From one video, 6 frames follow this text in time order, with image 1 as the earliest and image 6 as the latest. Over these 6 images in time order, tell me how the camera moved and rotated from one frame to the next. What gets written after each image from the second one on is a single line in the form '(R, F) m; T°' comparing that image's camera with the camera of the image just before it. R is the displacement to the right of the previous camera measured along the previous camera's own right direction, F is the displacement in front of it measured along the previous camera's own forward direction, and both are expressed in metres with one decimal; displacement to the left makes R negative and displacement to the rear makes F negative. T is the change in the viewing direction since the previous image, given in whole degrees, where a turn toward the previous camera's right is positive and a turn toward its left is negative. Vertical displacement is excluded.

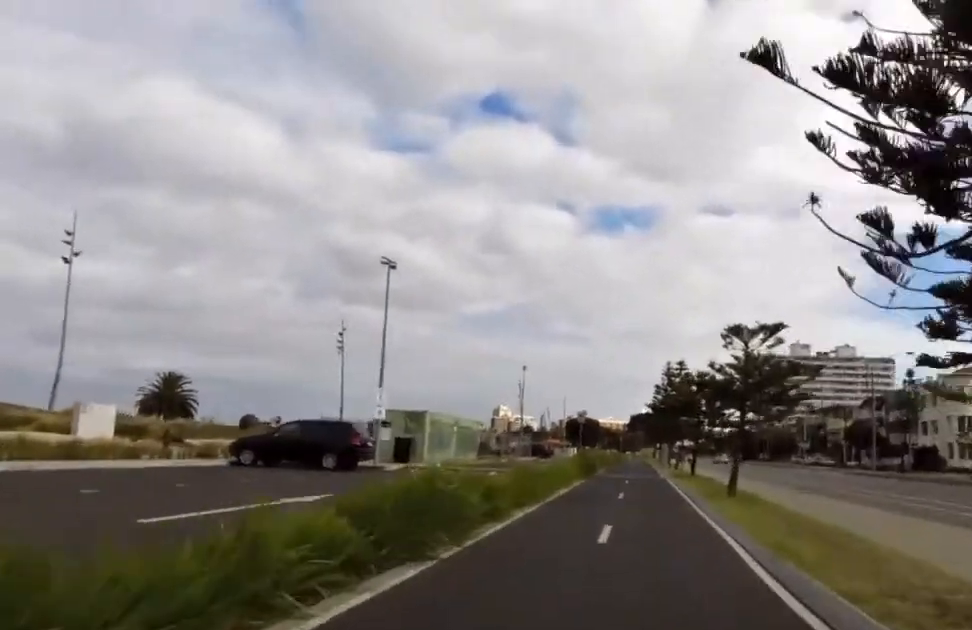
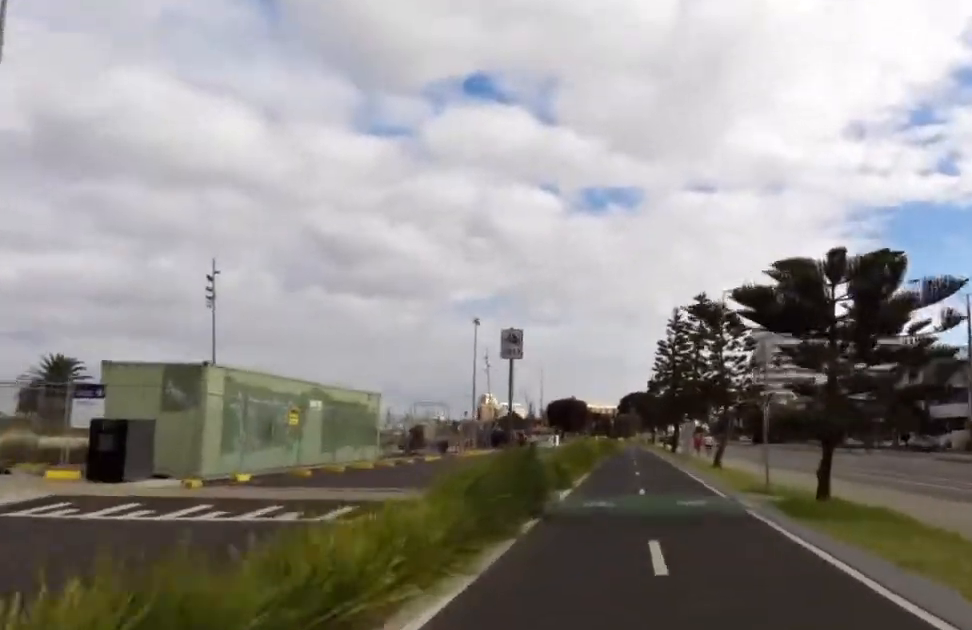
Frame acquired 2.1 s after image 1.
(-0.8, +19.0) m; -1°
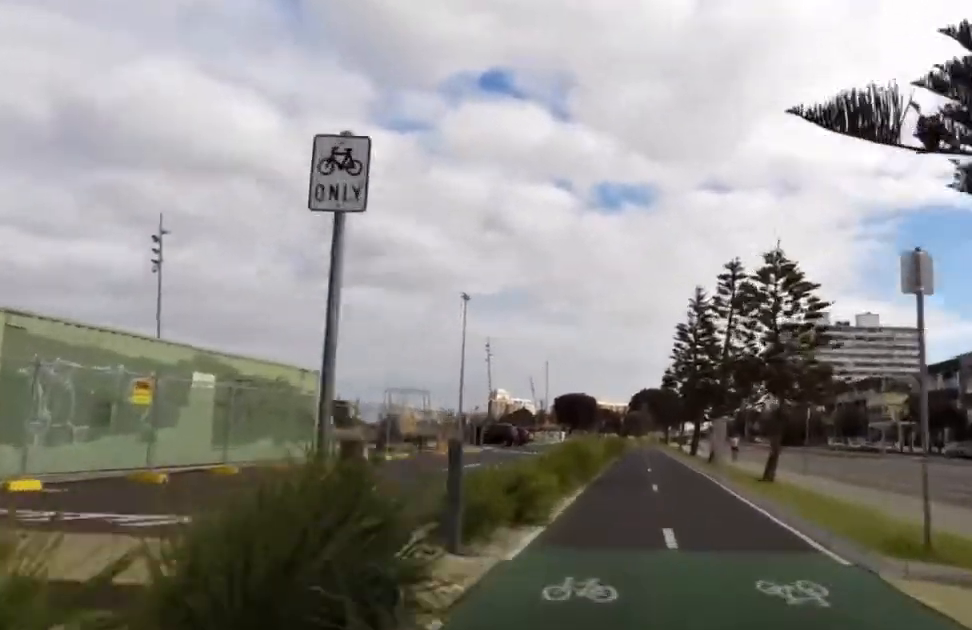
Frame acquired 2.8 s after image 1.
(+0.1, +7.1) m; +3°
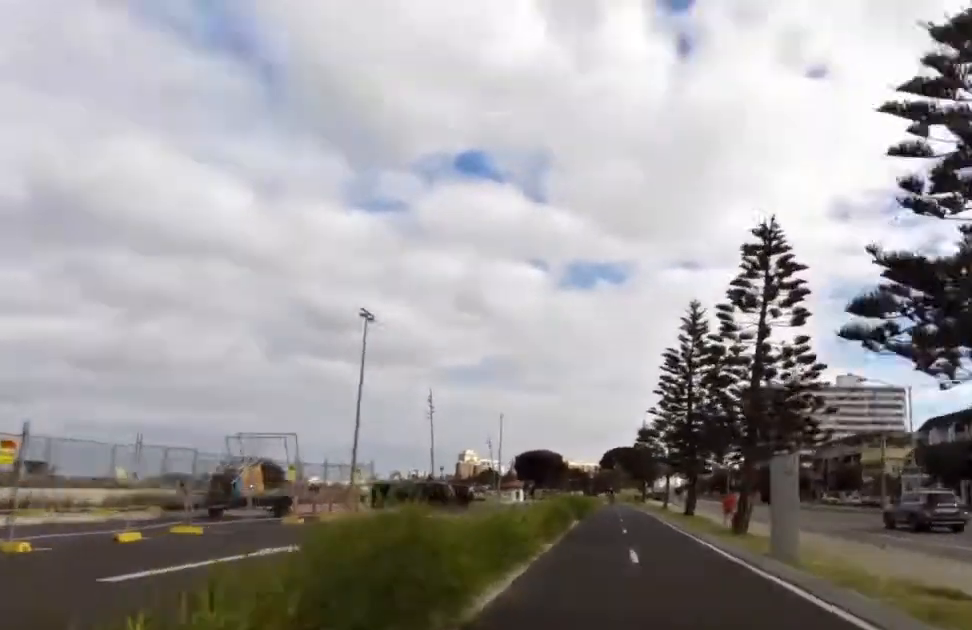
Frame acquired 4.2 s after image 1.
(+0.6, +12.3) m; -1°
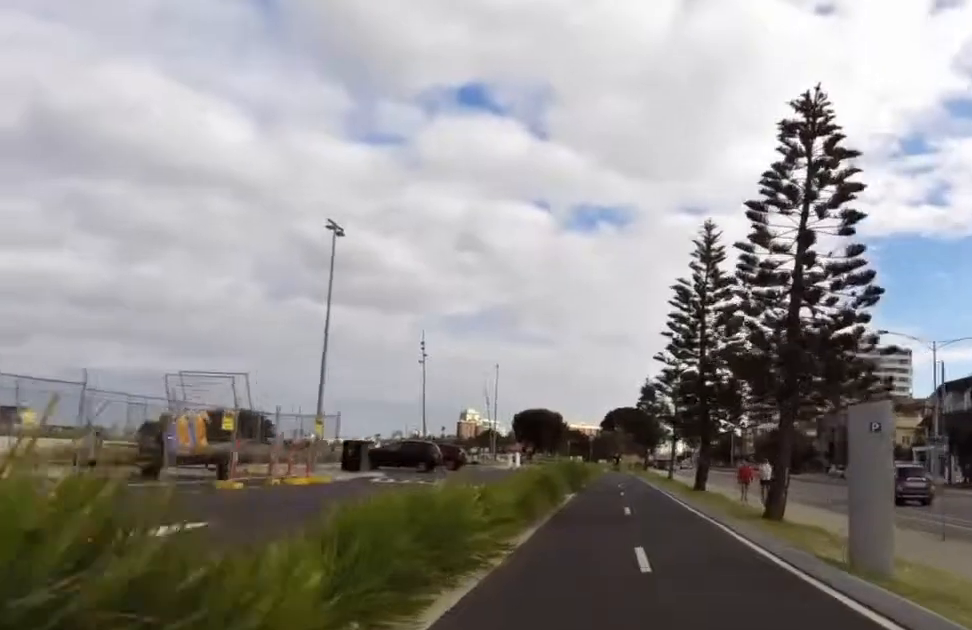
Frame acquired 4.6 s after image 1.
(-0.2, +3.7) m; -1°
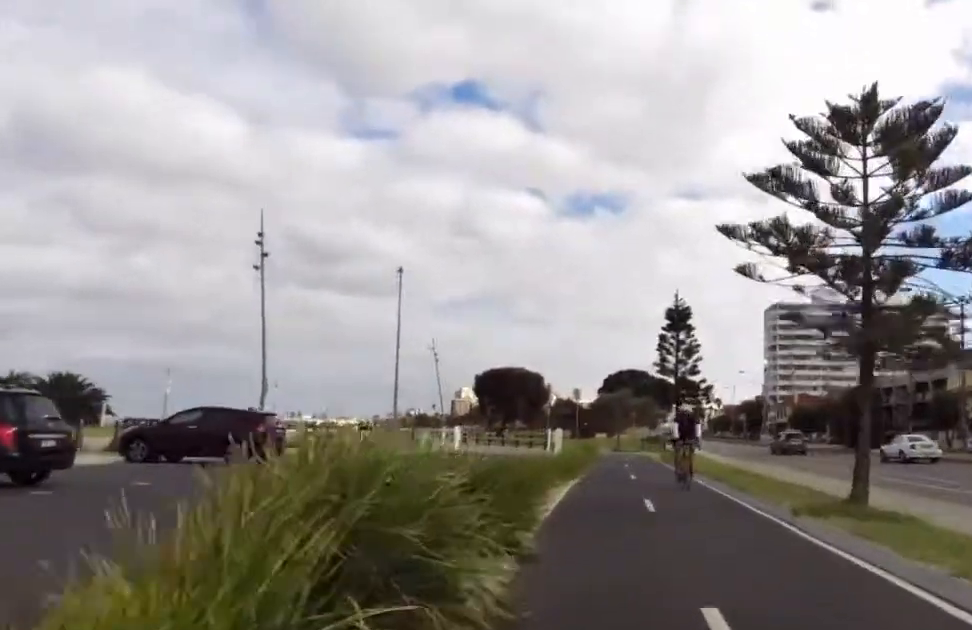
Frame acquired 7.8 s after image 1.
(-0.4, +28.3) m; +3°
